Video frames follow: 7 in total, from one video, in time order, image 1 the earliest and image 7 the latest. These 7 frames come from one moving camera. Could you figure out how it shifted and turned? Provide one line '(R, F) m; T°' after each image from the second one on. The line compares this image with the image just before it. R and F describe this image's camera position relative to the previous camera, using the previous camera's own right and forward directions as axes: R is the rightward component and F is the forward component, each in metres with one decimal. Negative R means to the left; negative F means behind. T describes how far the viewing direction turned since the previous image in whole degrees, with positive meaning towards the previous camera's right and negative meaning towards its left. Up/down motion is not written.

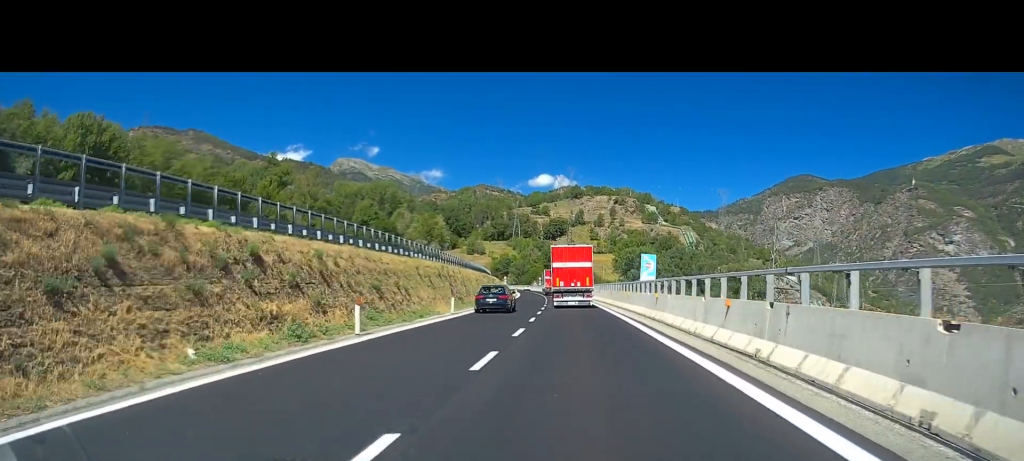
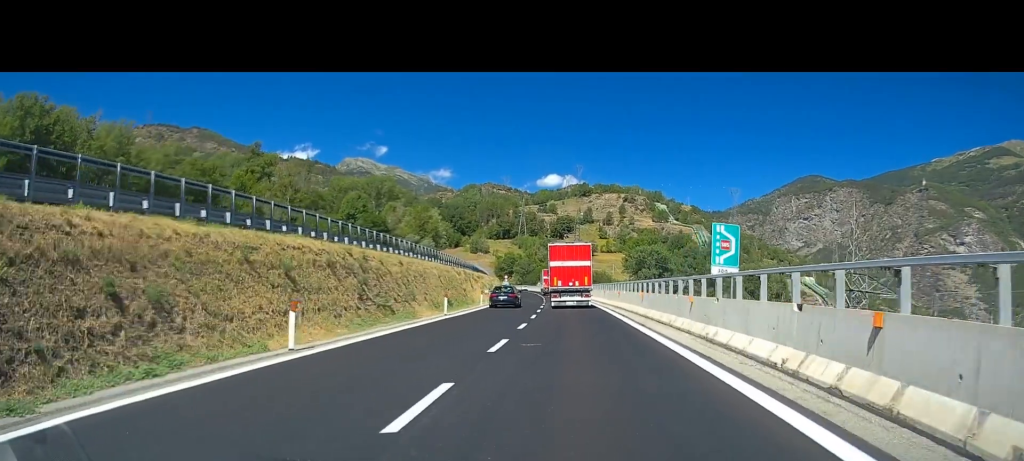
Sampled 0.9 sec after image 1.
(-0.3, +19.4) m; -2°
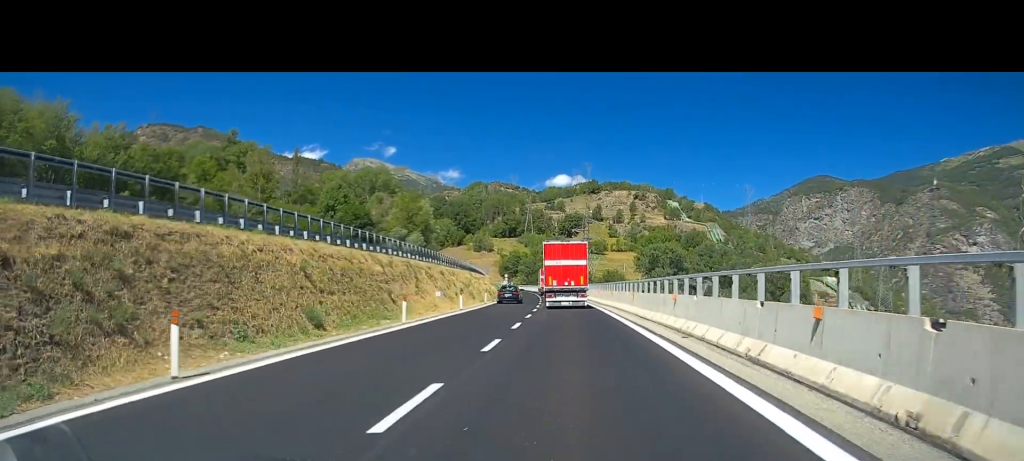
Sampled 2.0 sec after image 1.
(-0.5, +22.2) m; -1°
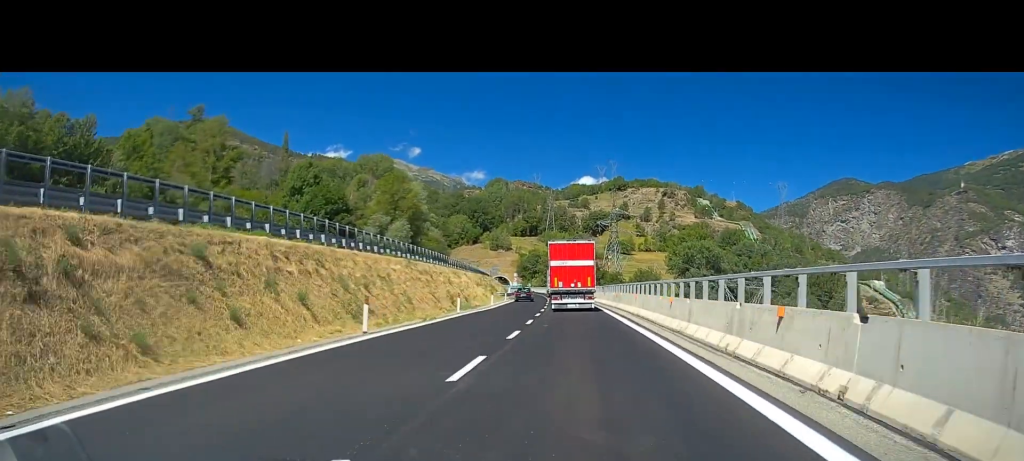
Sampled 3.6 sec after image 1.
(+0.1, +34.0) m; -1°
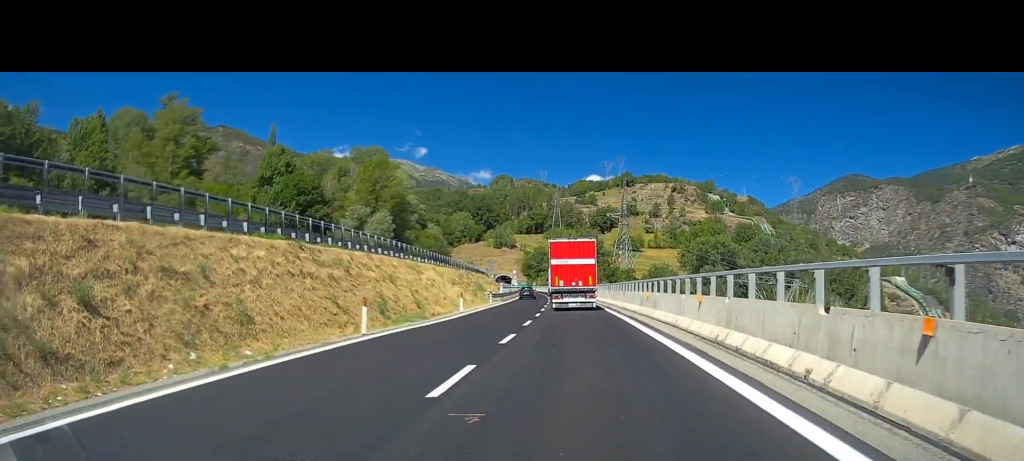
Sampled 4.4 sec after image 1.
(-0.2, +16.7) m; -1°
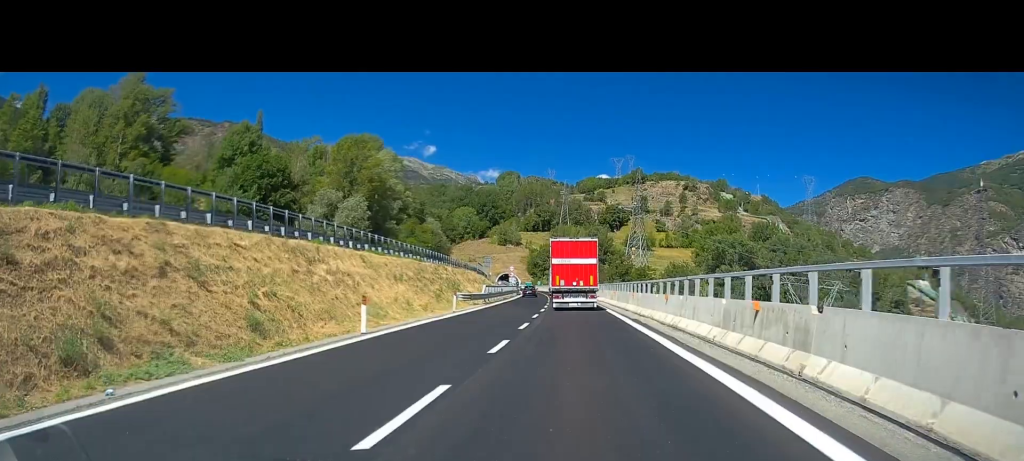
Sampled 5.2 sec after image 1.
(-0.2, +17.5) m; -1°
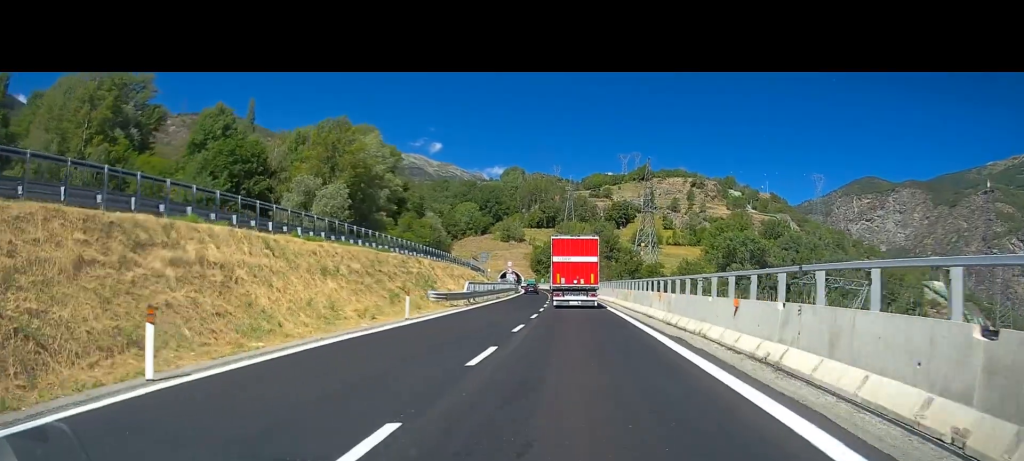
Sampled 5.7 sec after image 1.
(+0.1, +10.2) m; 0°
